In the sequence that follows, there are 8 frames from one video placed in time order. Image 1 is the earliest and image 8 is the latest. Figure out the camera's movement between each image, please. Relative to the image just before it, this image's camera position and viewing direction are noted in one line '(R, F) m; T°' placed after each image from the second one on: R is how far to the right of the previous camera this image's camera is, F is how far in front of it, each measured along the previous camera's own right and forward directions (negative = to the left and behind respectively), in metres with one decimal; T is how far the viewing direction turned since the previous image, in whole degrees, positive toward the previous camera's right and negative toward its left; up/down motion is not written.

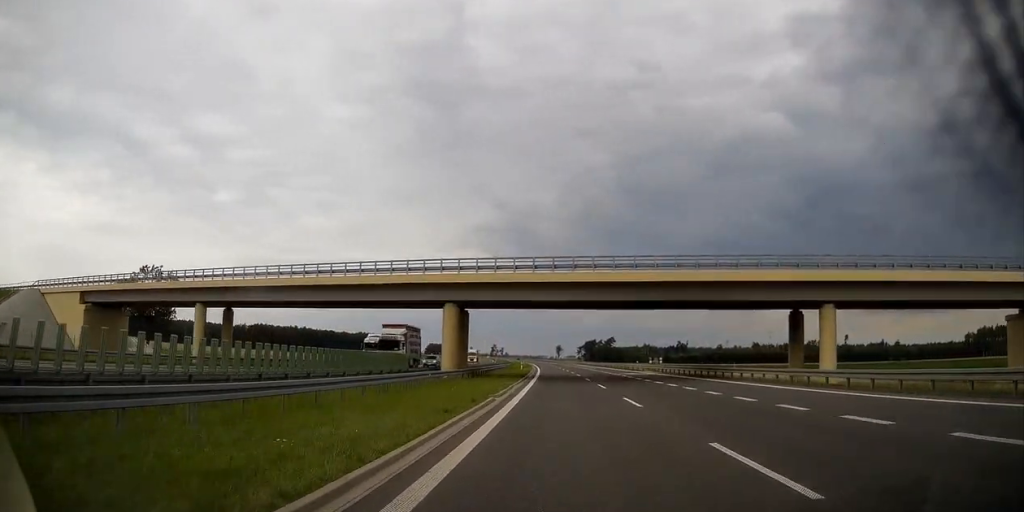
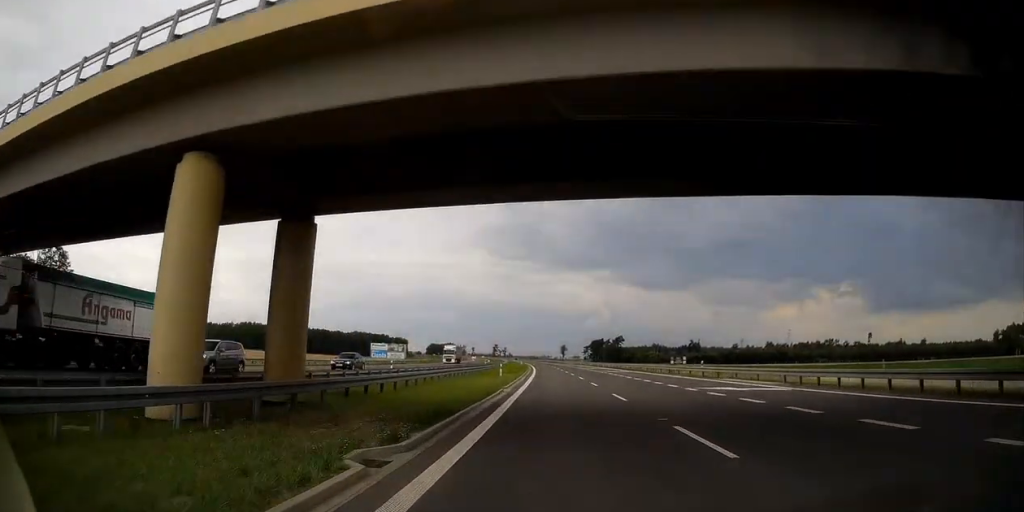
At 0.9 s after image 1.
(-0.3, +33.5) m; -1°
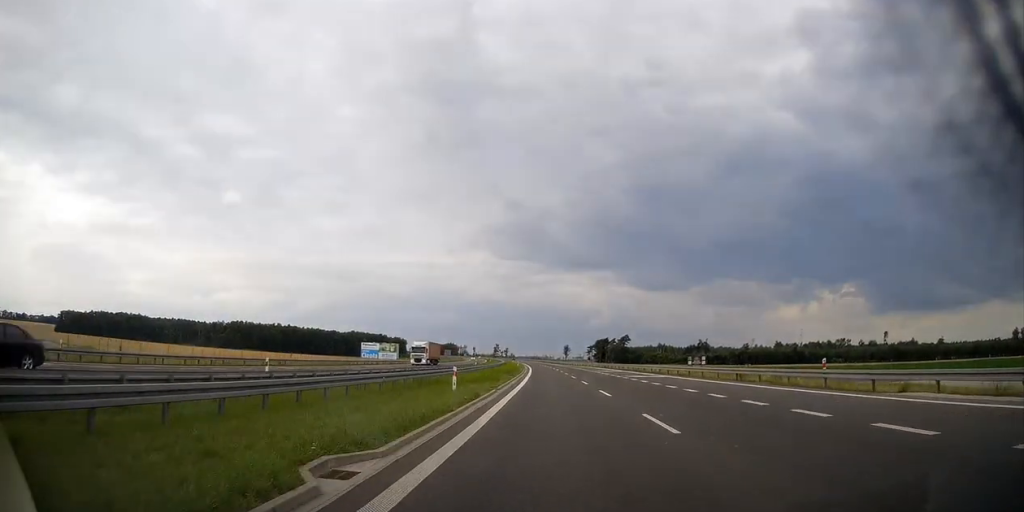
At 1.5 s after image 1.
(-0.1, +21.0) m; 0°
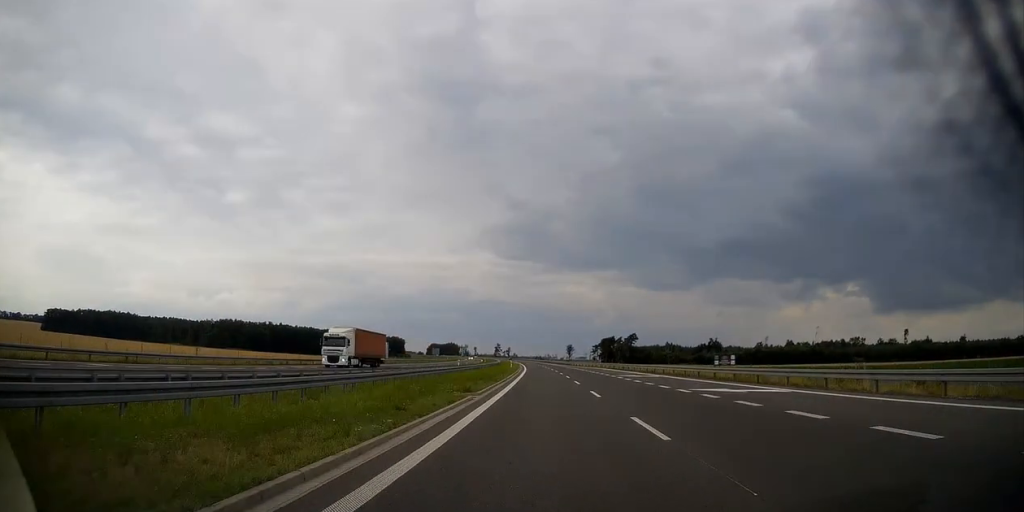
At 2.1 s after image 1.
(-0.1, +24.7) m; 0°
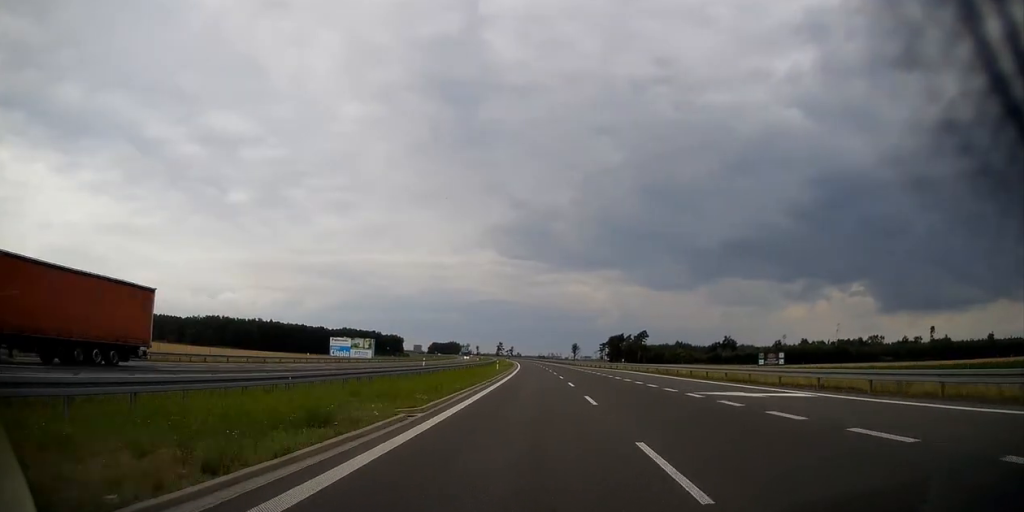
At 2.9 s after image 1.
(-0.2, +28.3) m; 0°
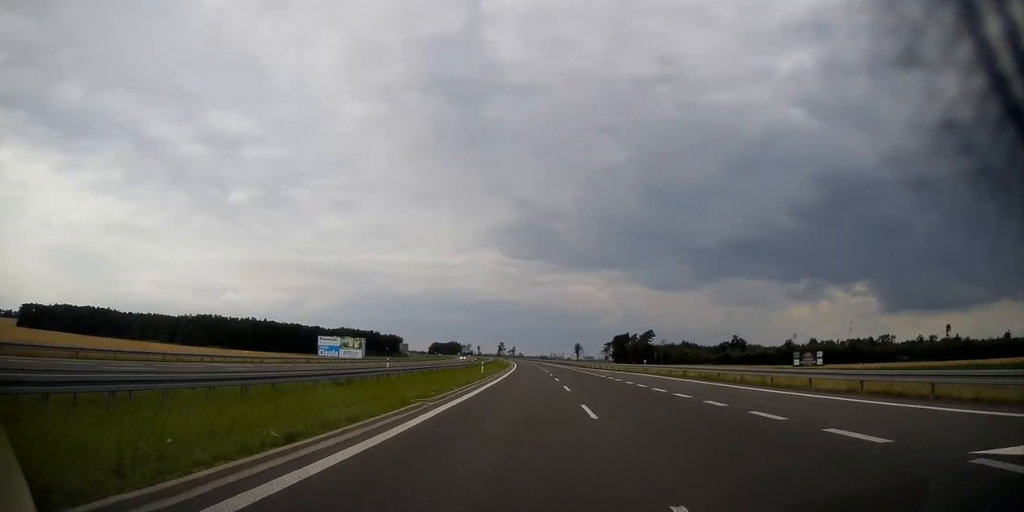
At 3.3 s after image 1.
(0.0, +16.0) m; 0°
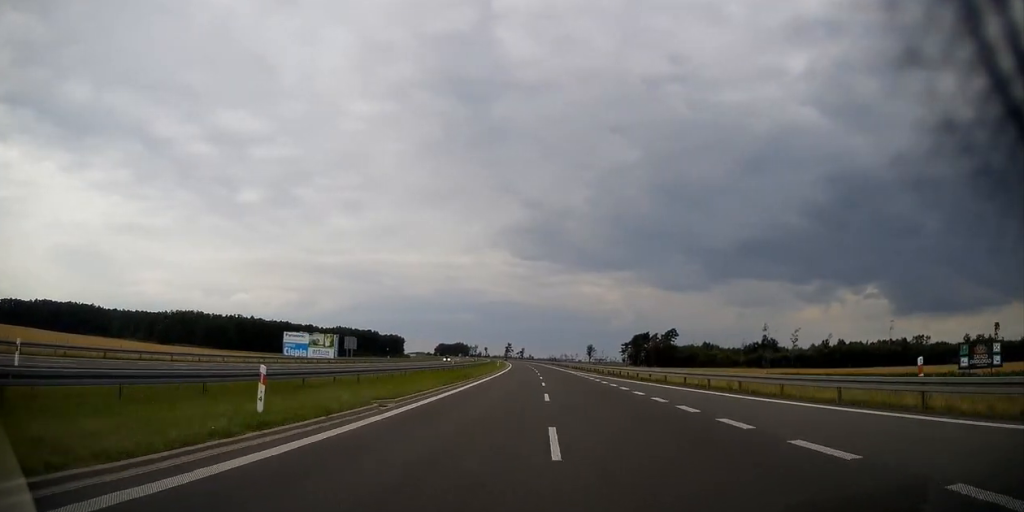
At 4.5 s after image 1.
(-0.1, +41.6) m; -1°
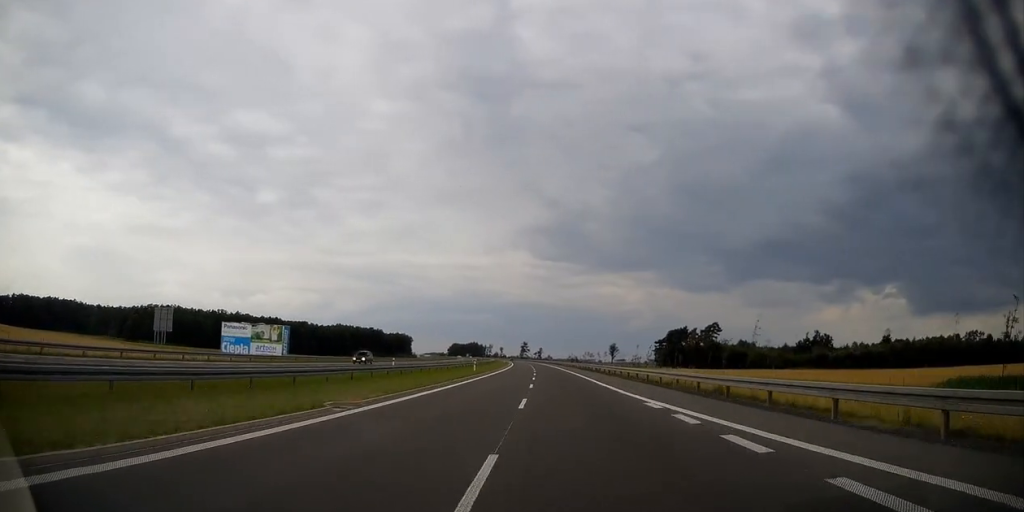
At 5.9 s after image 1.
(-0.6, +52.1) m; -1°
